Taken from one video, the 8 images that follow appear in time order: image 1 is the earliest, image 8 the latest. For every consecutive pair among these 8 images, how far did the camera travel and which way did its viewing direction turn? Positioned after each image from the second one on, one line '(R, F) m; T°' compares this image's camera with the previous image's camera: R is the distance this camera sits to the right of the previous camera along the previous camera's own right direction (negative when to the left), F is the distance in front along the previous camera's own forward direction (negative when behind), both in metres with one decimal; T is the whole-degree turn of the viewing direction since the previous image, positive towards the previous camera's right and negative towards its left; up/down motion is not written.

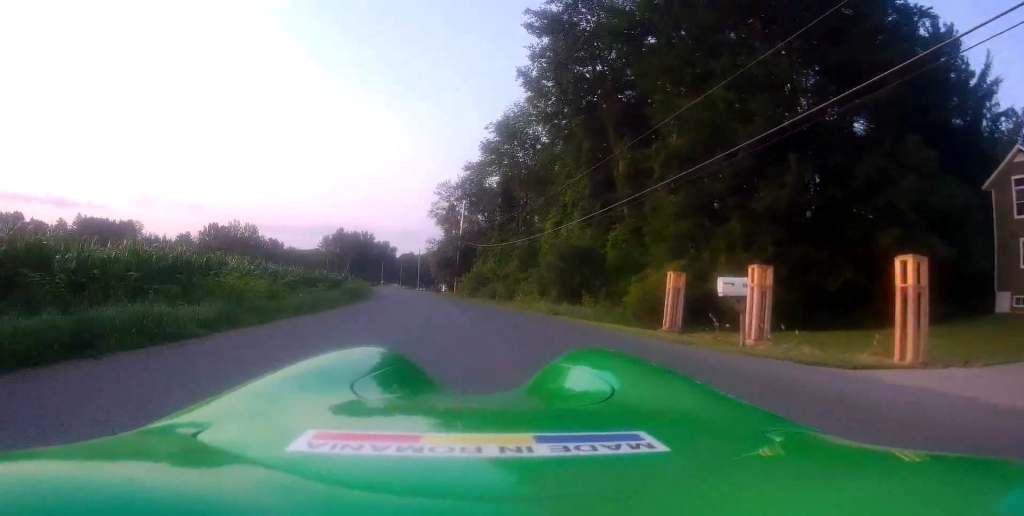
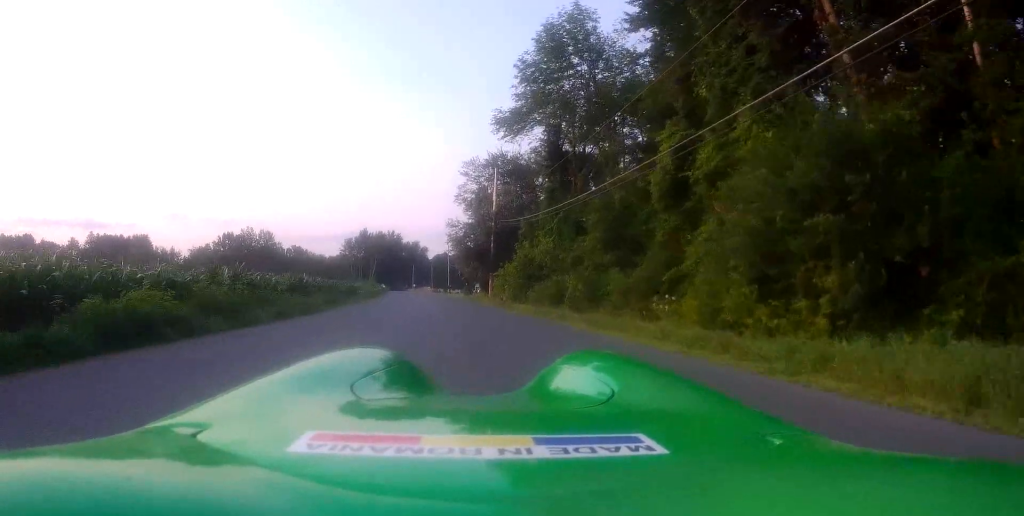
(-1.1, +20.9) m; -5°
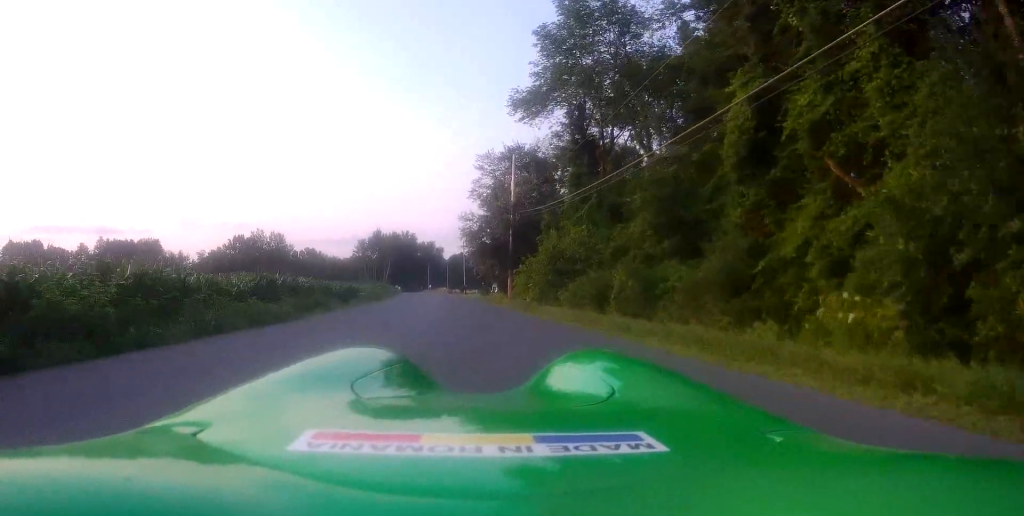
(-0.1, +5.9) m; -1°
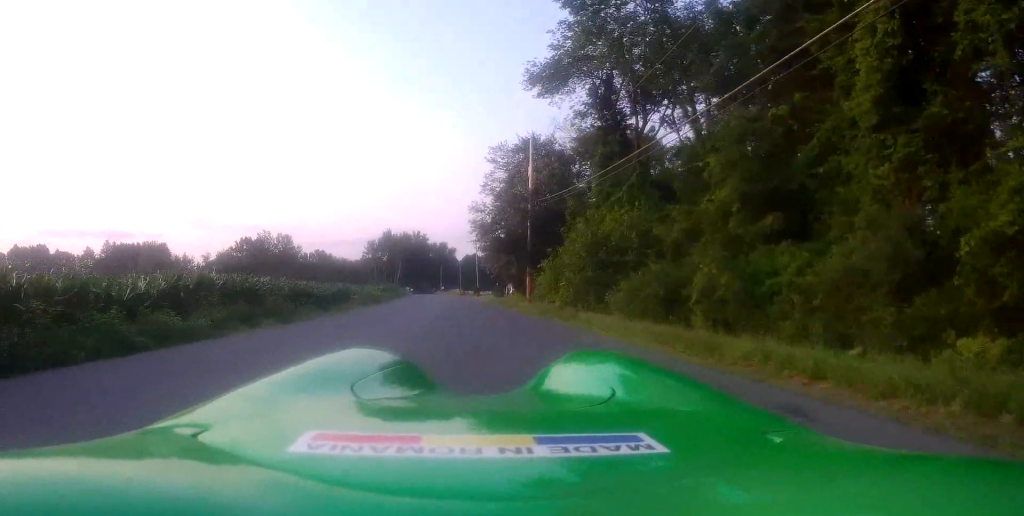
(0.0, +6.3) m; -1°
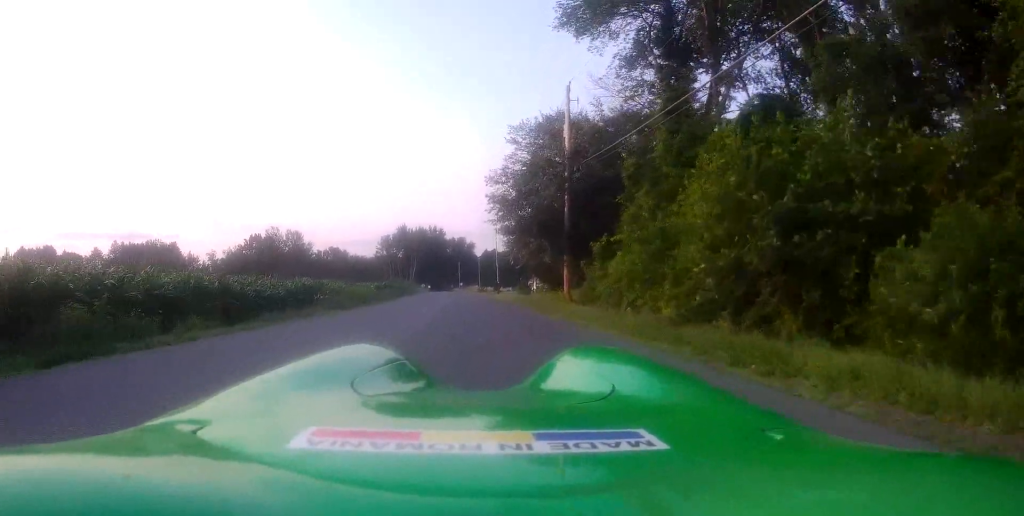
(-0.2, +10.4) m; -4°
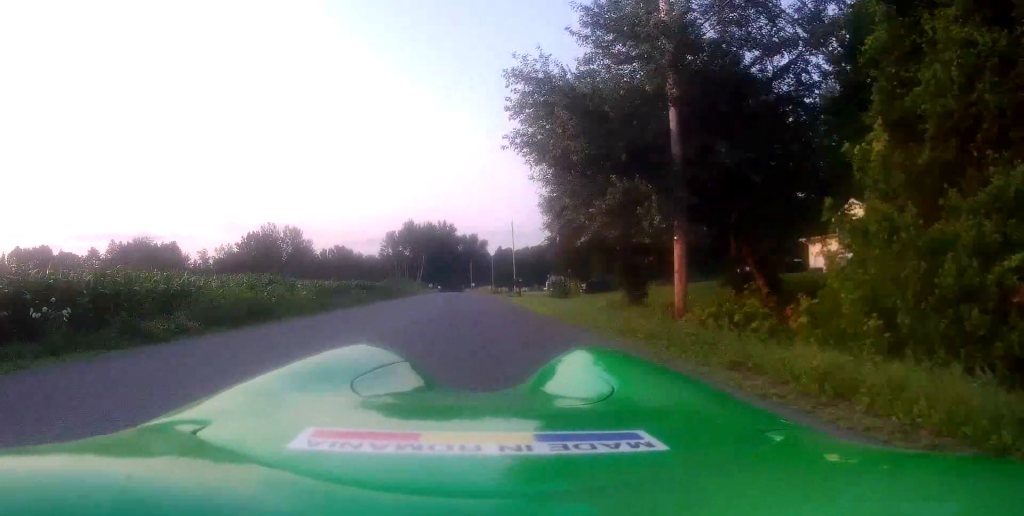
(-0.3, +16.0) m; +2°
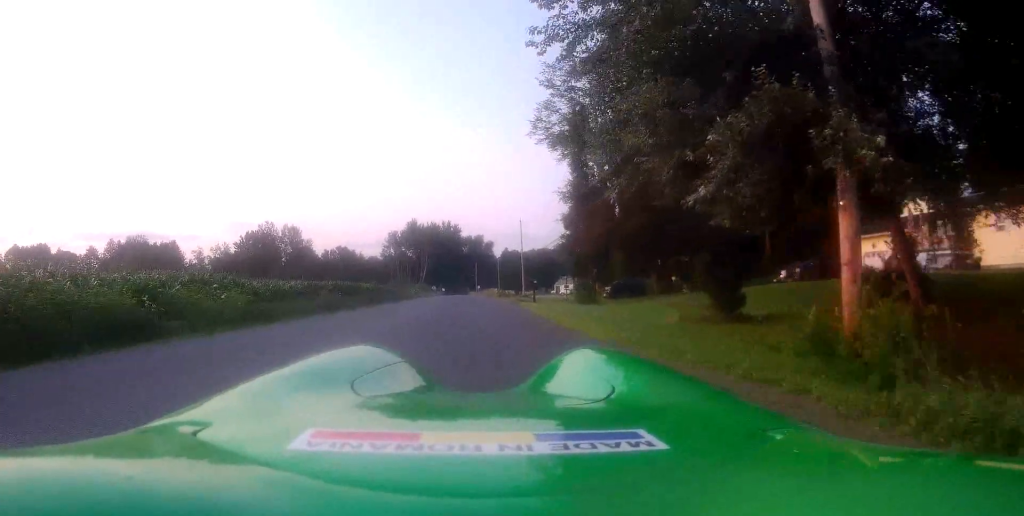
(+0.1, +7.0) m; -1°
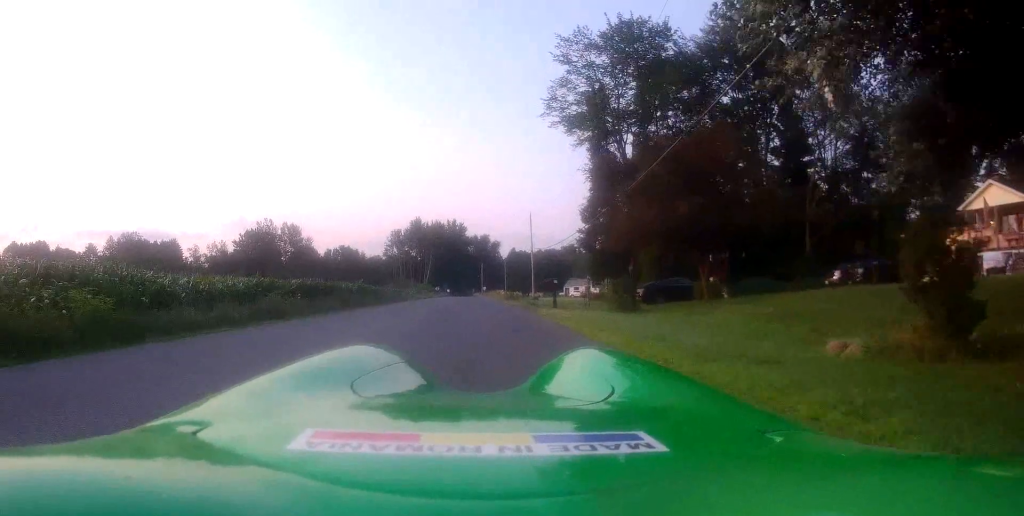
(0.0, +6.6) m; -1°
